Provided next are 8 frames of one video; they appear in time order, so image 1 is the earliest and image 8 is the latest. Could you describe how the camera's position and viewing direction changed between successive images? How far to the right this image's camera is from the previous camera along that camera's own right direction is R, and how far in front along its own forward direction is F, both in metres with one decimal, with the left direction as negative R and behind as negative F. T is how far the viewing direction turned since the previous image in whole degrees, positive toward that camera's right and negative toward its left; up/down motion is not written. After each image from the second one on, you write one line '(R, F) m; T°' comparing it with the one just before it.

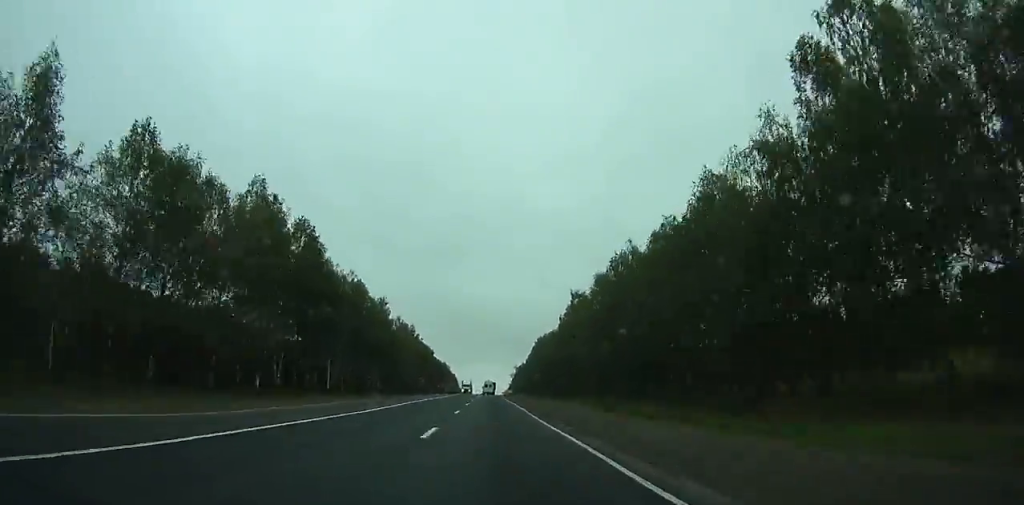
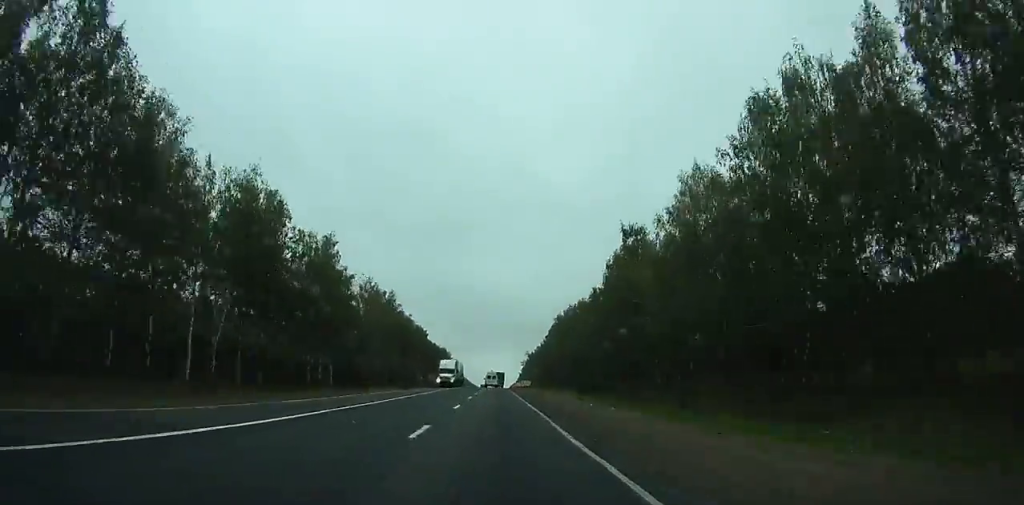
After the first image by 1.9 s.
(0.0, +47.4) m; 0°
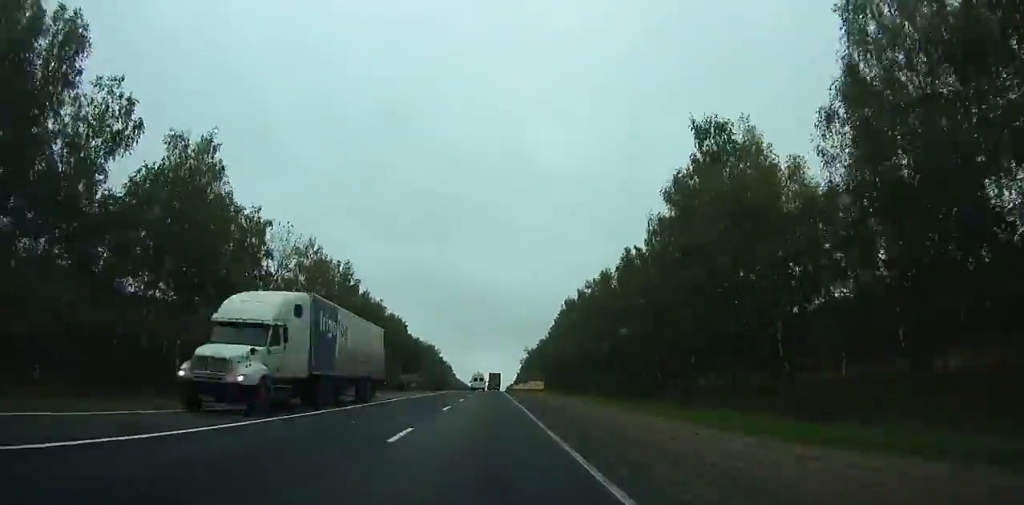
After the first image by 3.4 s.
(-0.1, +36.5) m; 0°
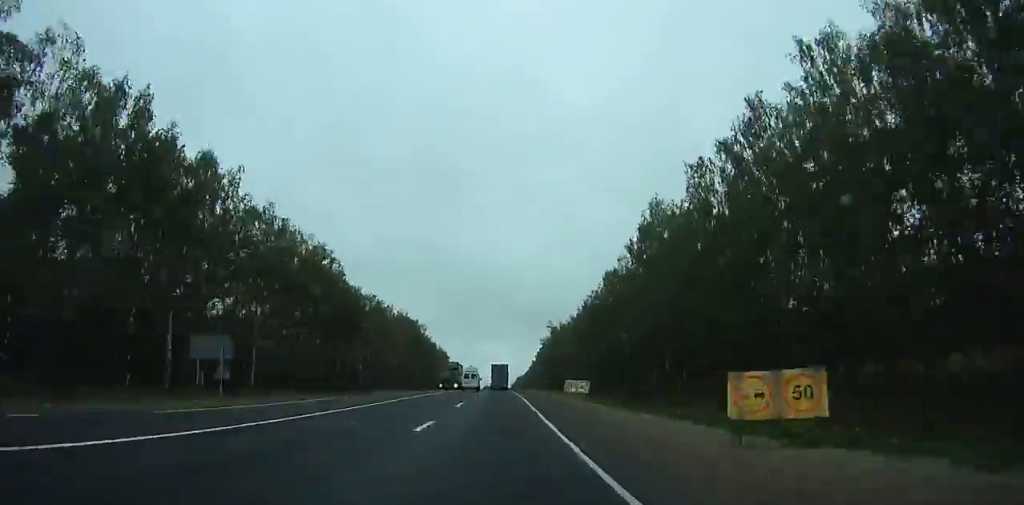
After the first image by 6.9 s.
(+0.1, +80.9) m; -1°
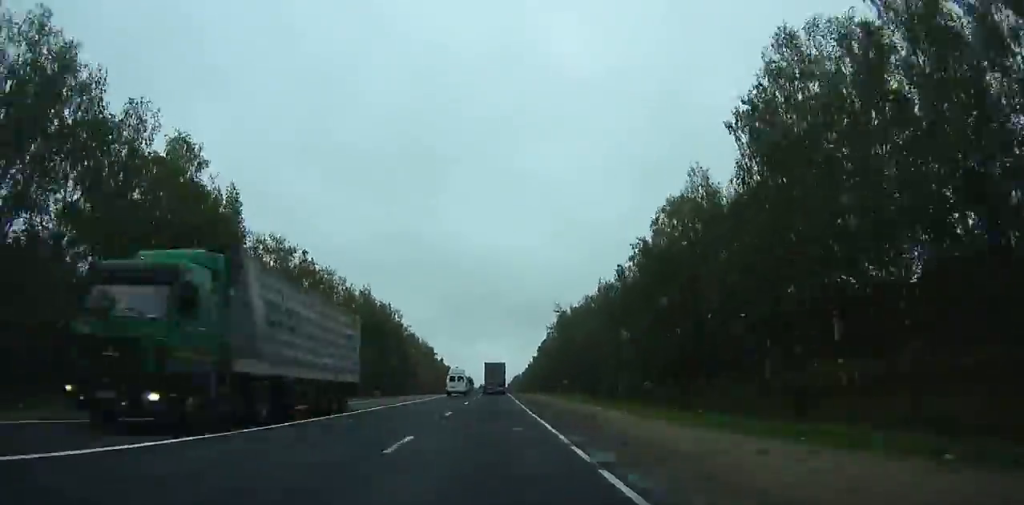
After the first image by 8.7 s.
(-0.9, +38.7) m; 0°
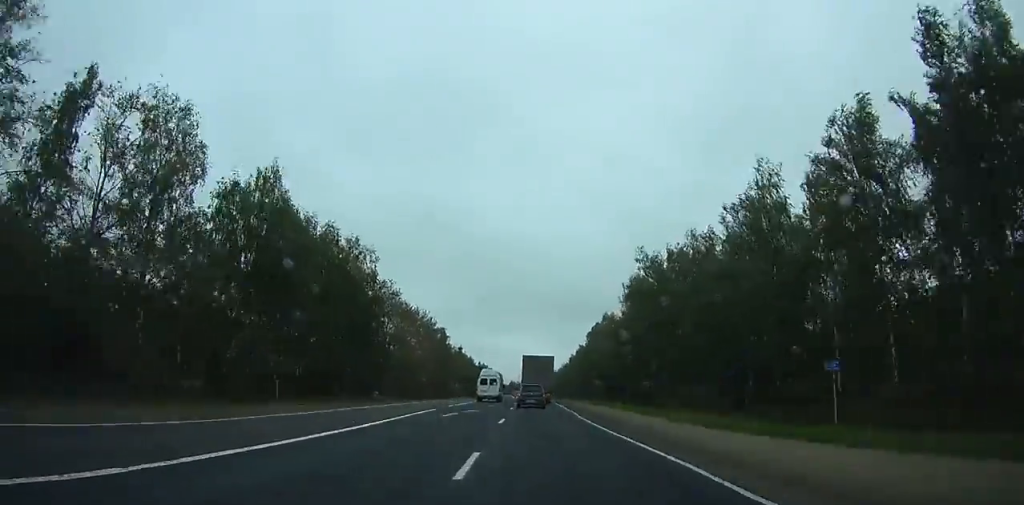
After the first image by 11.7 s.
(-0.1, +60.7) m; 0°
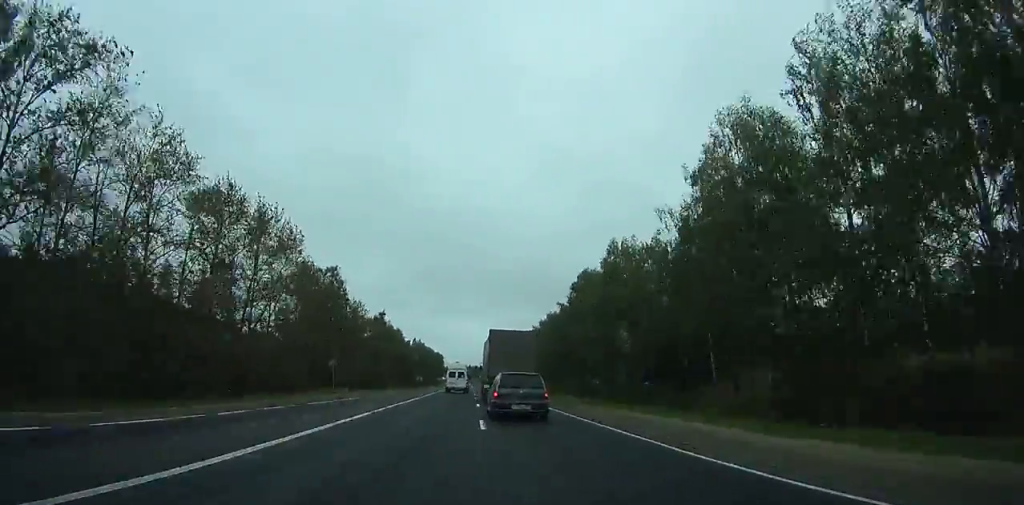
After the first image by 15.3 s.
(+0.5, +64.6) m; +1°
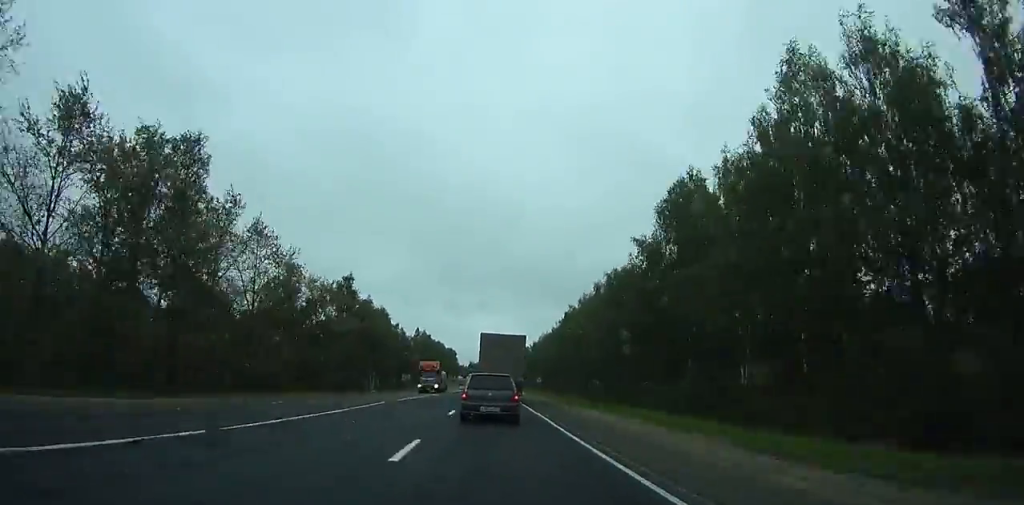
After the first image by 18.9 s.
(+1.1, +56.8) m; +1°
